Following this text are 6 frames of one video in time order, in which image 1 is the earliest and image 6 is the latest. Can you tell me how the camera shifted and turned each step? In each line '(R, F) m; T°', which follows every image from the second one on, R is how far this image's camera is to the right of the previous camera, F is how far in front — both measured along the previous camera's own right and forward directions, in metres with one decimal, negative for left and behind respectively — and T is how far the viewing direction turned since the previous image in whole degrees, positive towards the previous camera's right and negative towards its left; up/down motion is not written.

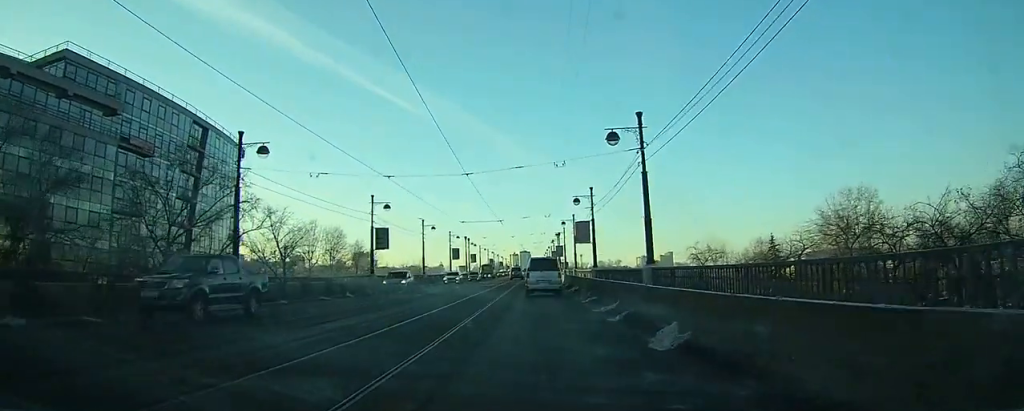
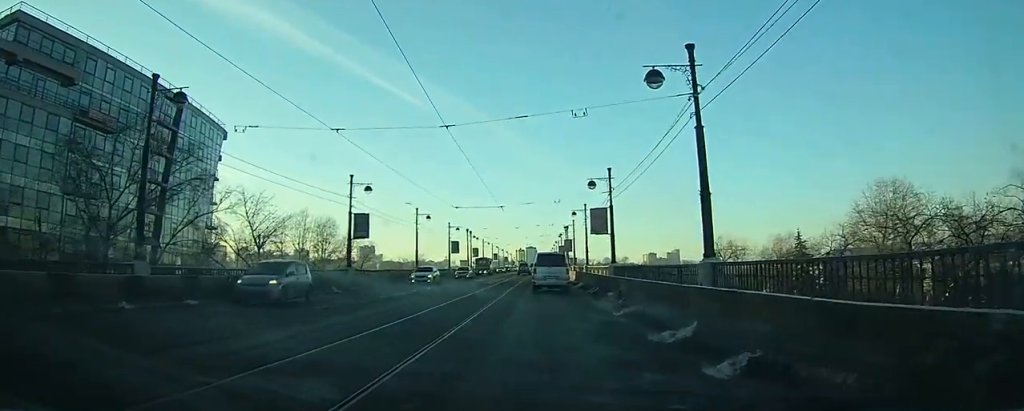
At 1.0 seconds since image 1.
(0.0, +6.7) m; 0°
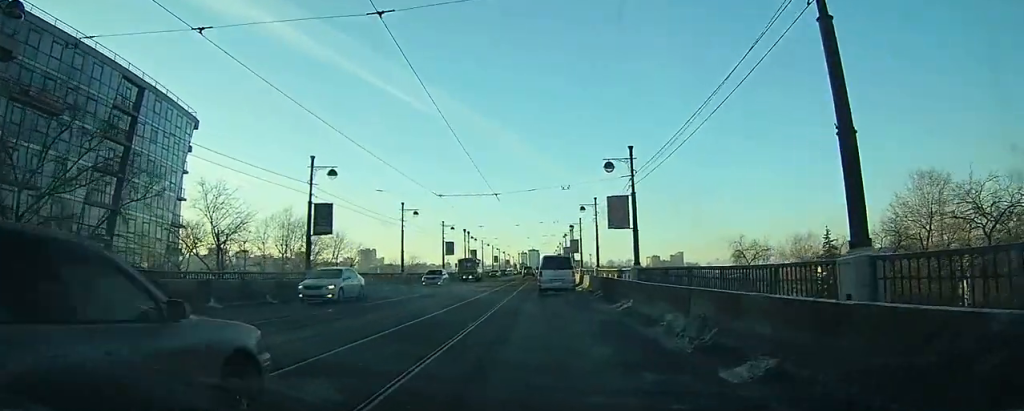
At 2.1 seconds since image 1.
(0.0, +7.3) m; 0°
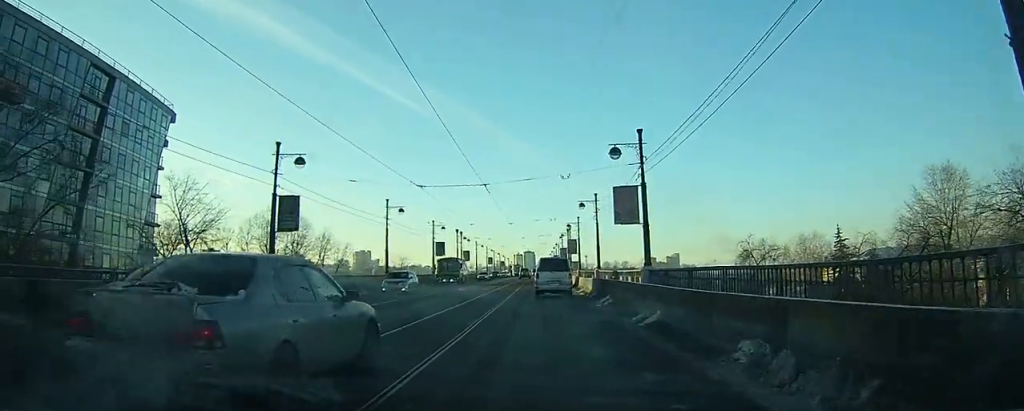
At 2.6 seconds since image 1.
(0.0, +4.2) m; 0°
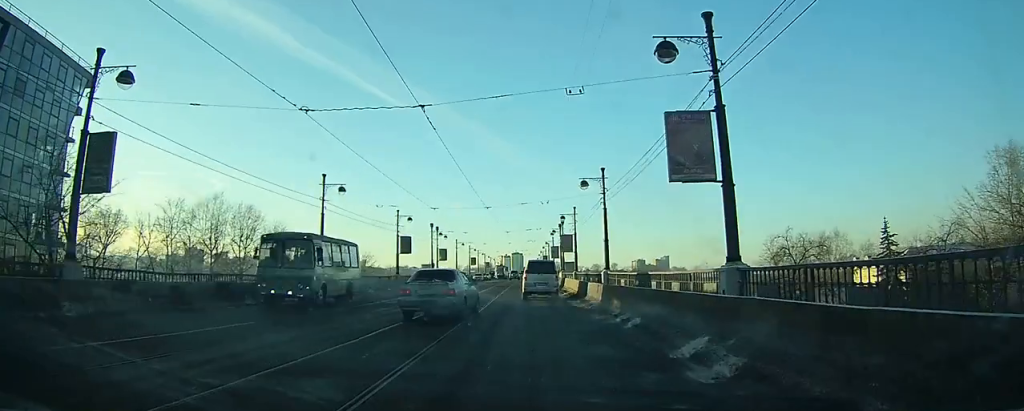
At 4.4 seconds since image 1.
(0.0, +15.3) m; 0°
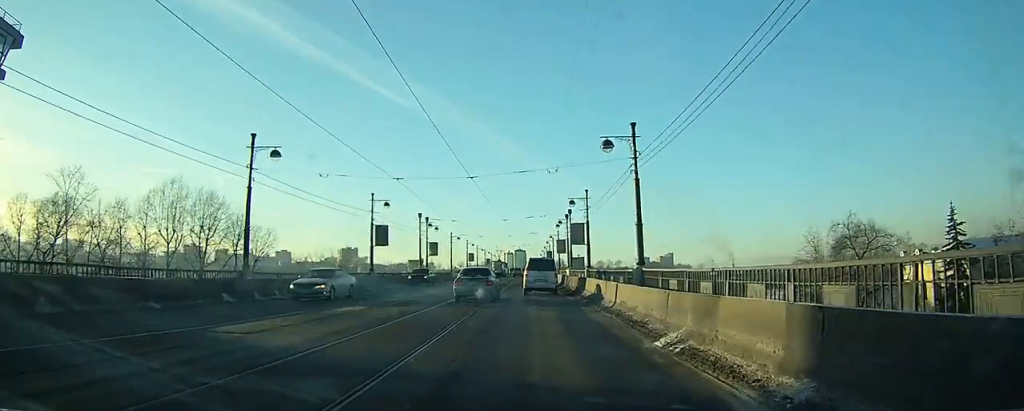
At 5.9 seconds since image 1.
(0.0, +13.9) m; 0°
